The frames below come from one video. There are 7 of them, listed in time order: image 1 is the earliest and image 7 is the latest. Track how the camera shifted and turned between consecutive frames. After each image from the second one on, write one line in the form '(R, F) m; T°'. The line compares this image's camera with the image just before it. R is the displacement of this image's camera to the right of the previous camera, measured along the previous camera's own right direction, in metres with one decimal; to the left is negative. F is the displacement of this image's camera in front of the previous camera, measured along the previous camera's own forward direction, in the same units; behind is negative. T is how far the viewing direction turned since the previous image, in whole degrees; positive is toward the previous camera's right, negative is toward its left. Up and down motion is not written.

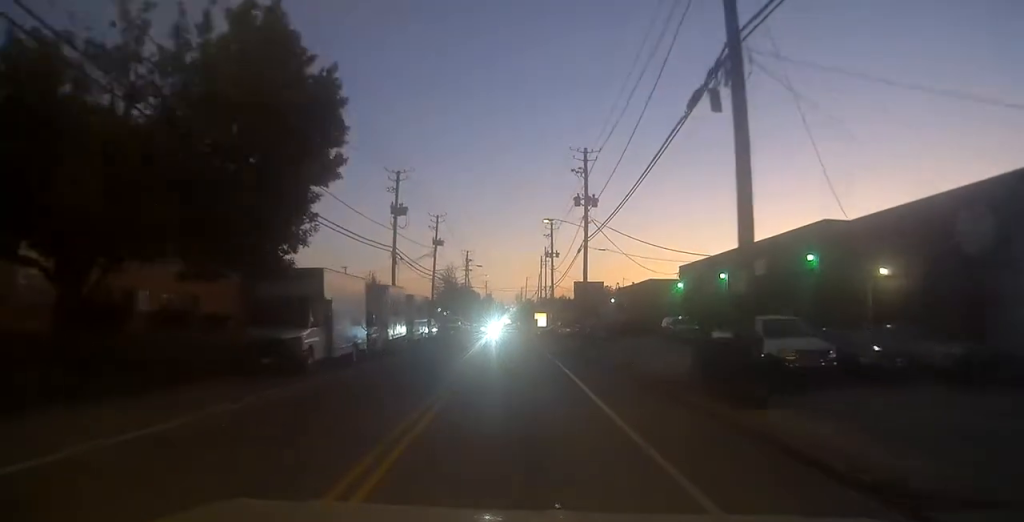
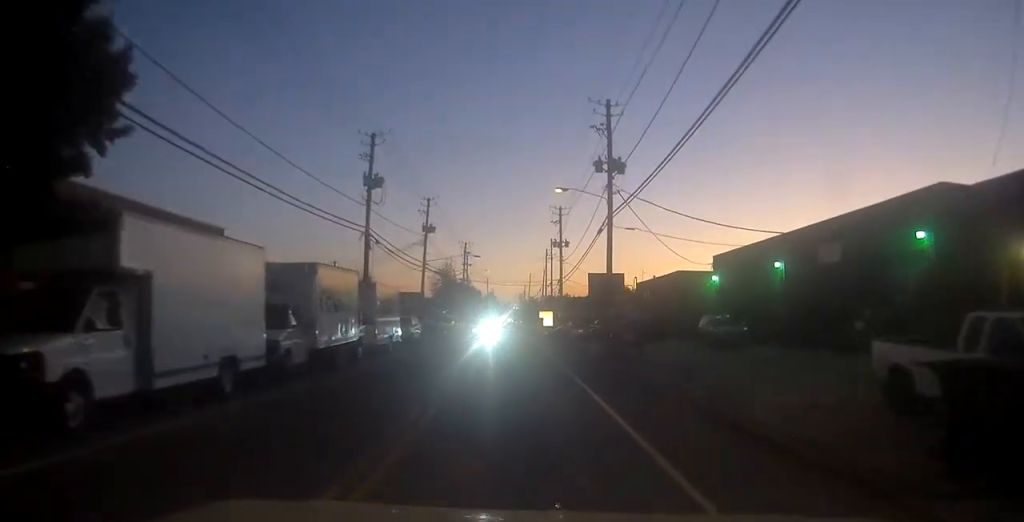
(0.0, +10.1) m; 0°
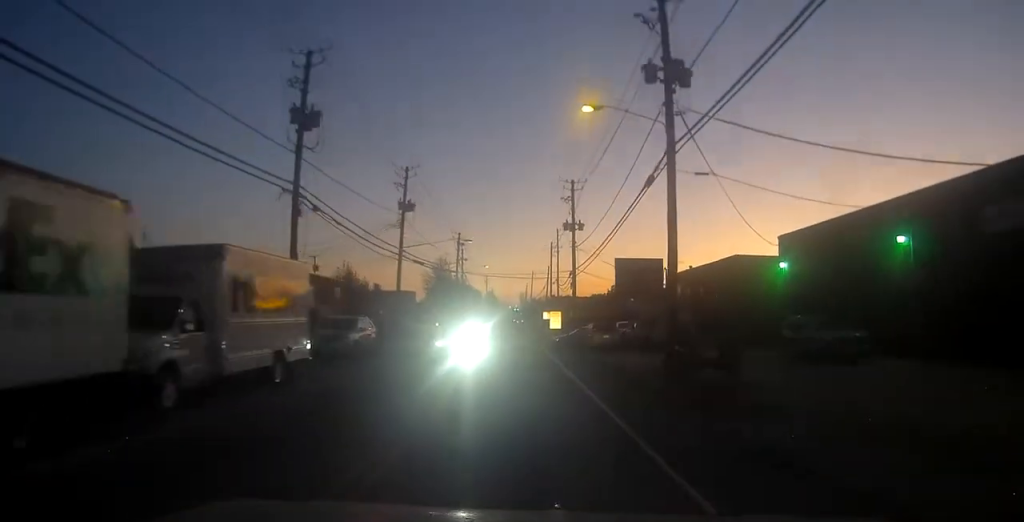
(0.0, +13.5) m; 0°
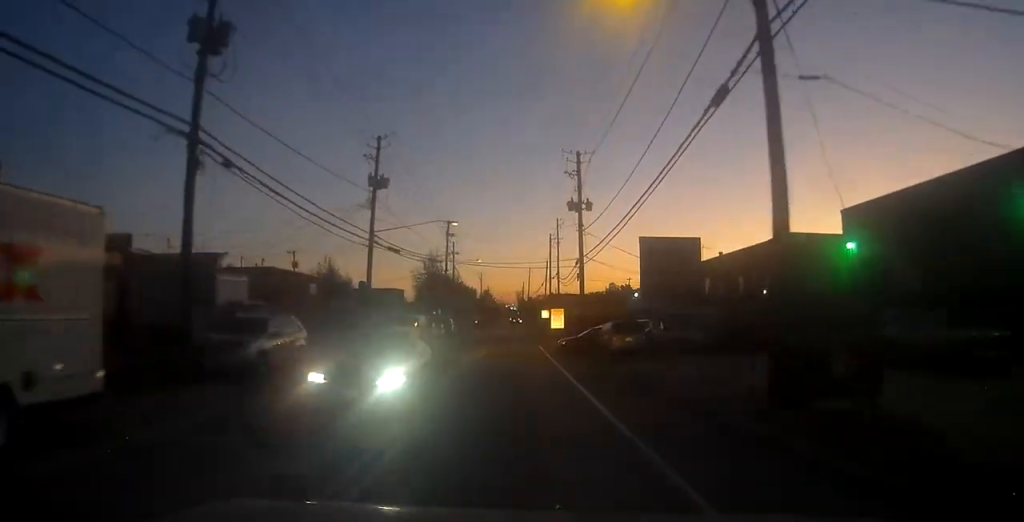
(+0.1, +8.7) m; 0°
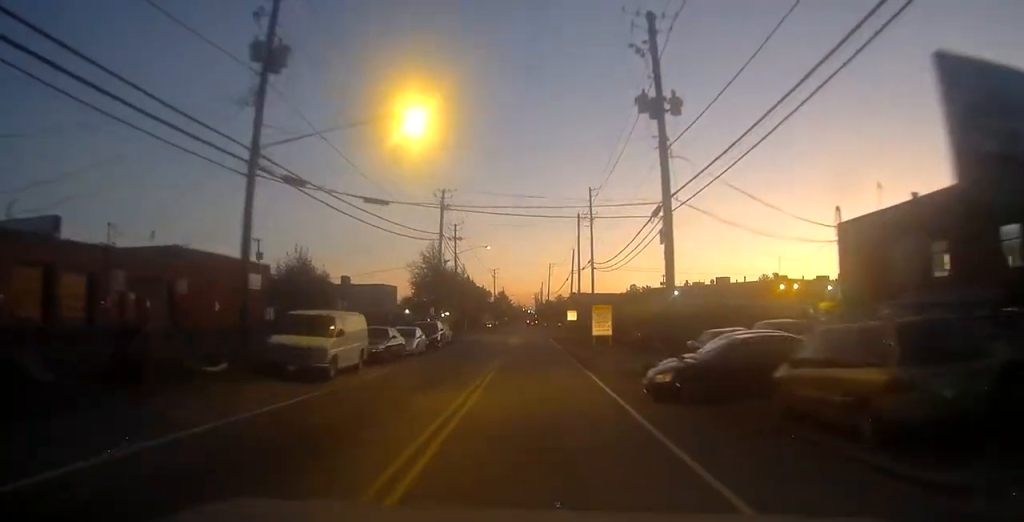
(-0.3, +20.9) m; -1°
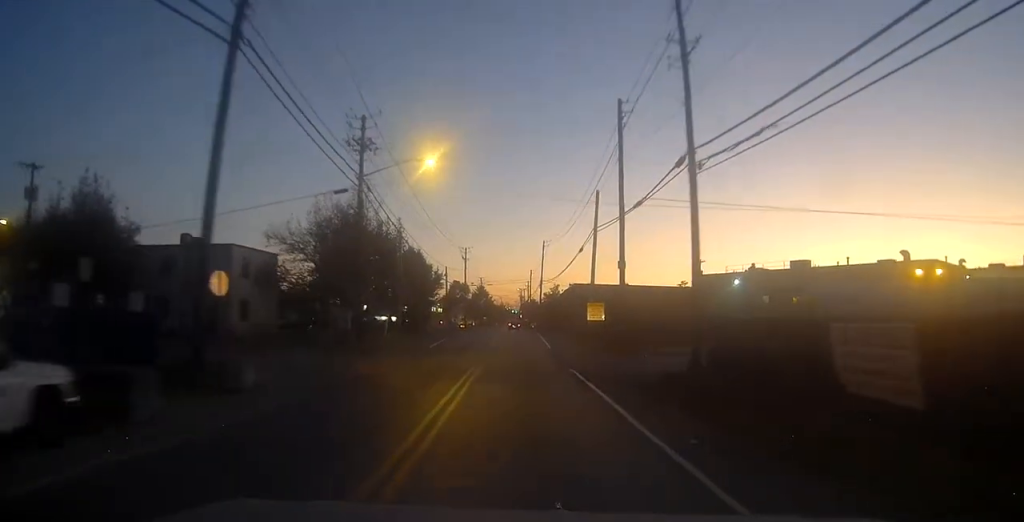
(0.0, +40.0) m; +1°
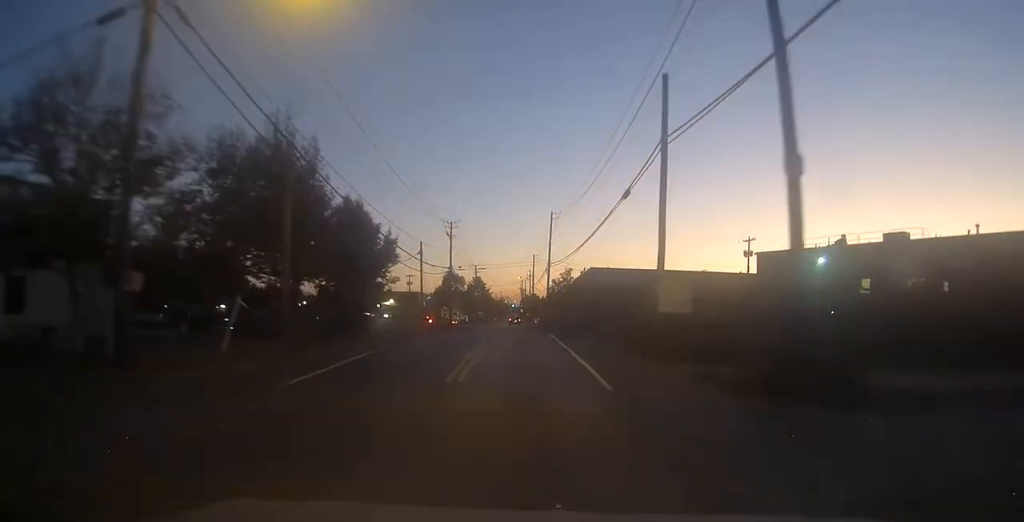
(0.0, +23.0) m; 0°
